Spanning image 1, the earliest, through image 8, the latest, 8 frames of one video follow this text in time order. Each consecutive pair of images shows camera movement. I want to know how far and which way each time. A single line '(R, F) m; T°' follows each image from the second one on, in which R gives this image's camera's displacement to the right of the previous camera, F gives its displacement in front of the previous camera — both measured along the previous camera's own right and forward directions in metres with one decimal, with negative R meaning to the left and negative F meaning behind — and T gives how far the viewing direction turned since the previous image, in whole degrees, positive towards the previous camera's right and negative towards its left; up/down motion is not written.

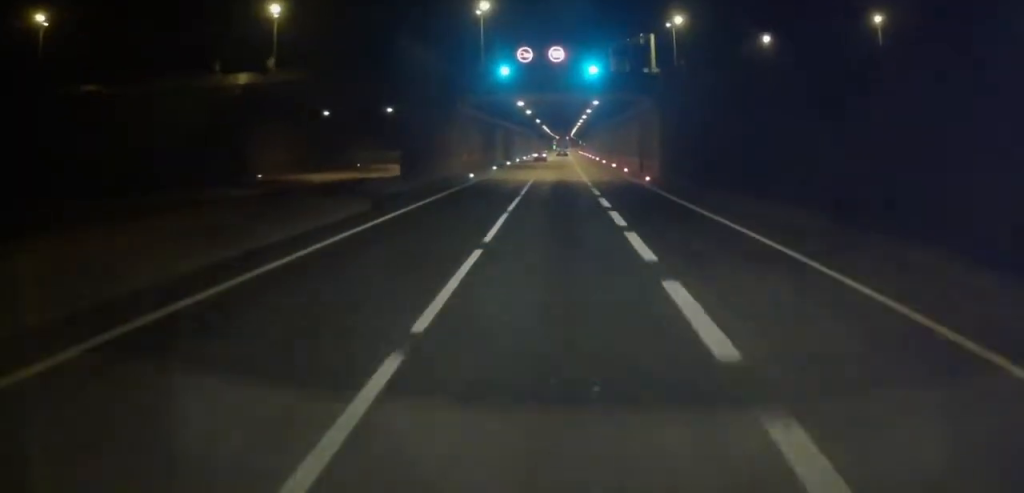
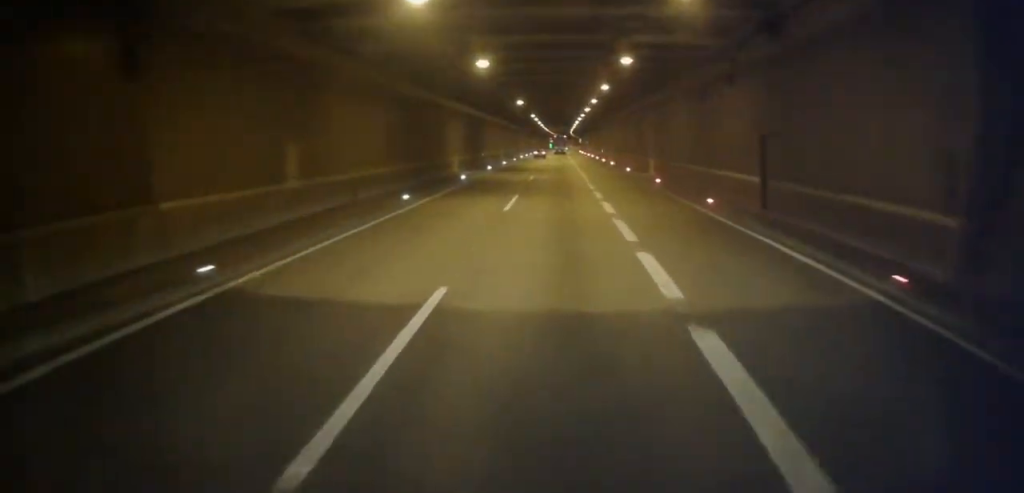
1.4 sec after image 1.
(0.0, +36.9) m; +1°
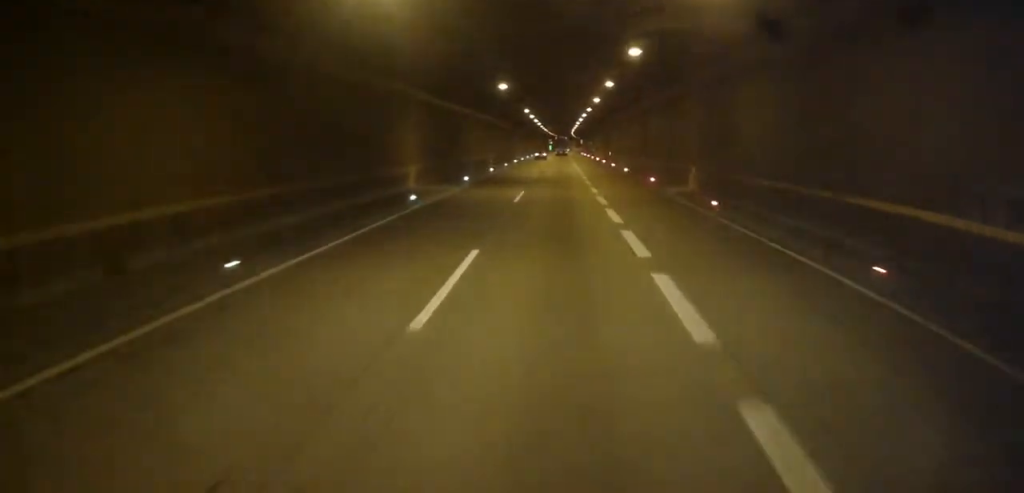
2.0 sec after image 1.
(-0.1, +14.9) m; +1°
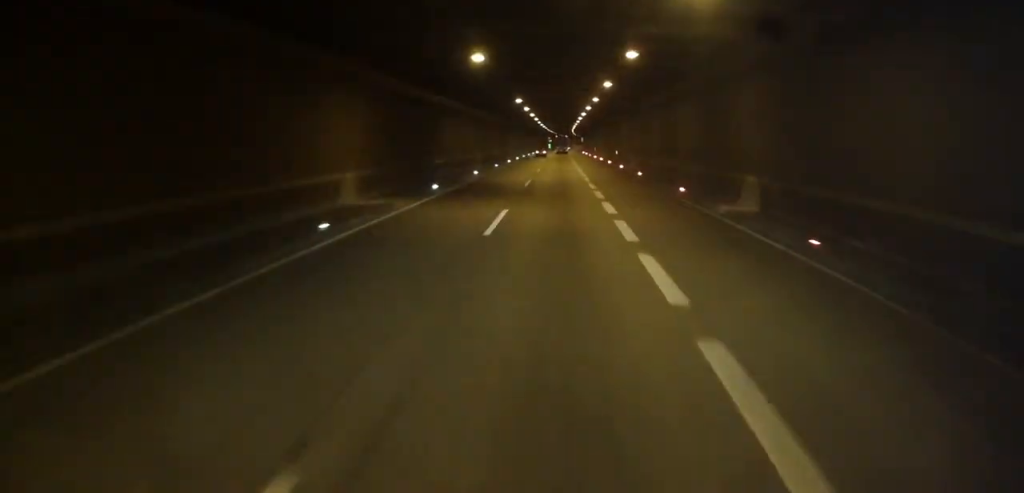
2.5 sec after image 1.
(+0.2, +10.4) m; 0°
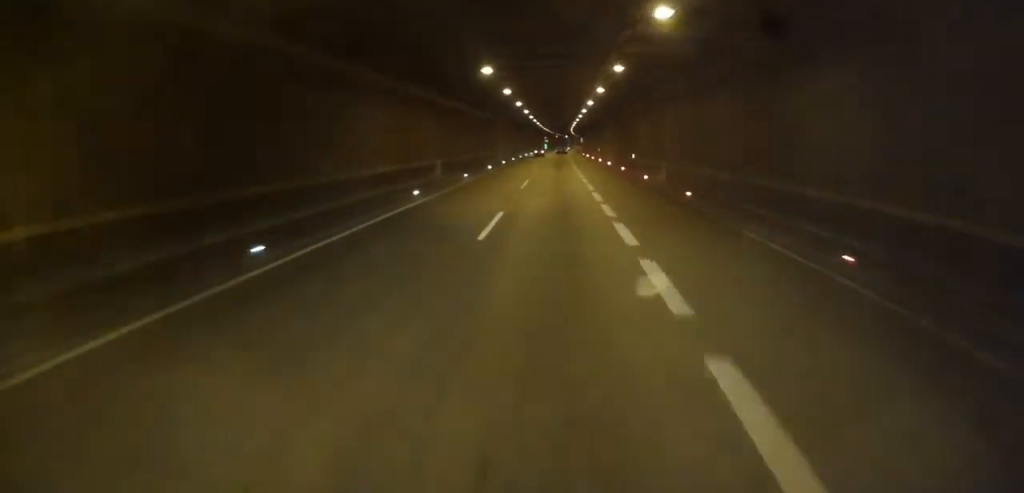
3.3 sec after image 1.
(+0.1, +19.1) m; 0°
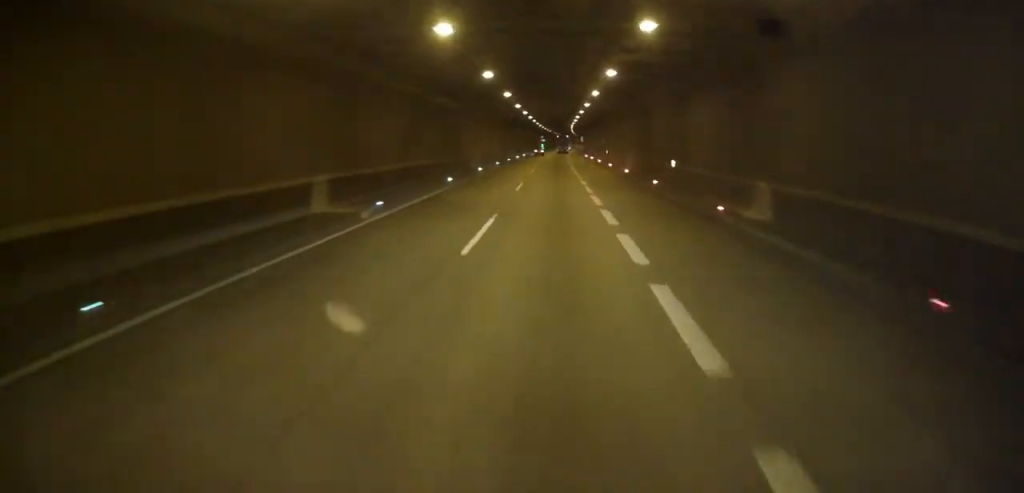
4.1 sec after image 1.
(-0.3, +20.2) m; -1°
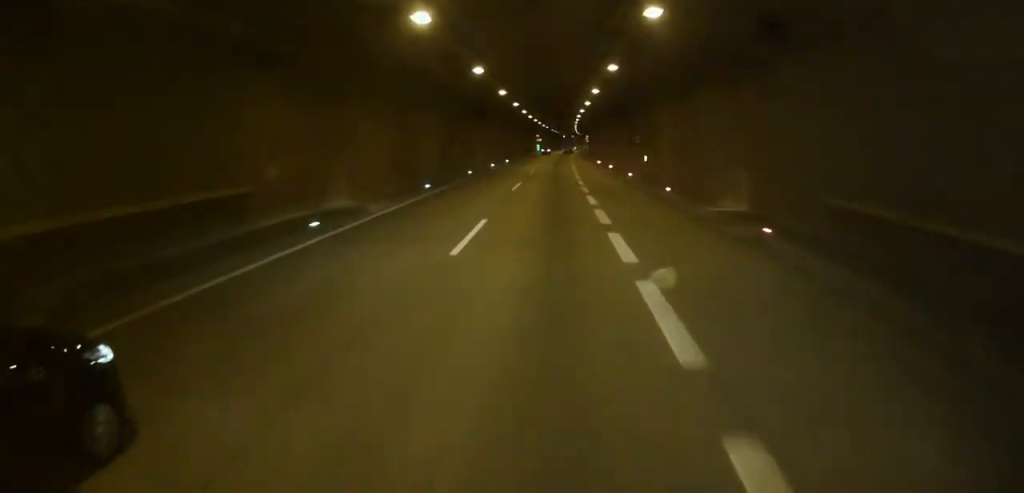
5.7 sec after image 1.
(+0.6, +35.0) m; +2°
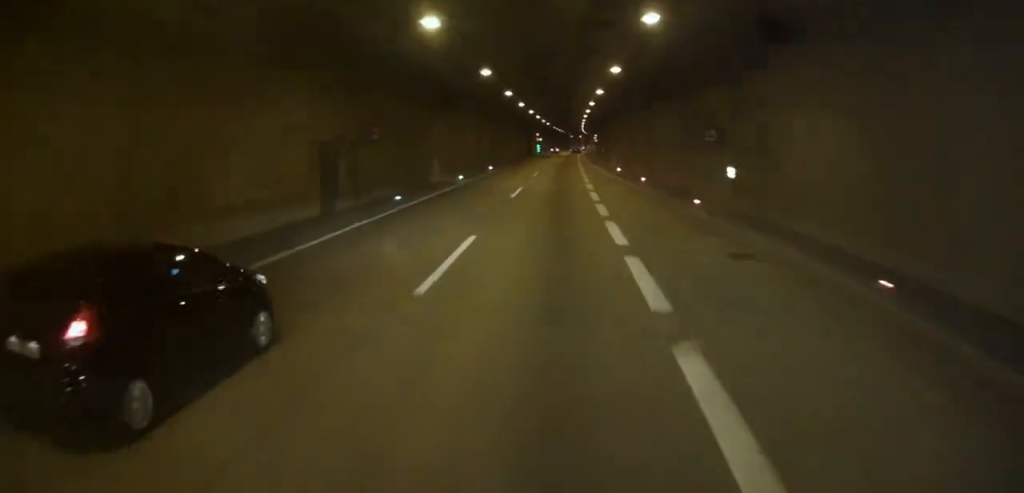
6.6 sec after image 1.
(+0.2, +21.1) m; 0°
